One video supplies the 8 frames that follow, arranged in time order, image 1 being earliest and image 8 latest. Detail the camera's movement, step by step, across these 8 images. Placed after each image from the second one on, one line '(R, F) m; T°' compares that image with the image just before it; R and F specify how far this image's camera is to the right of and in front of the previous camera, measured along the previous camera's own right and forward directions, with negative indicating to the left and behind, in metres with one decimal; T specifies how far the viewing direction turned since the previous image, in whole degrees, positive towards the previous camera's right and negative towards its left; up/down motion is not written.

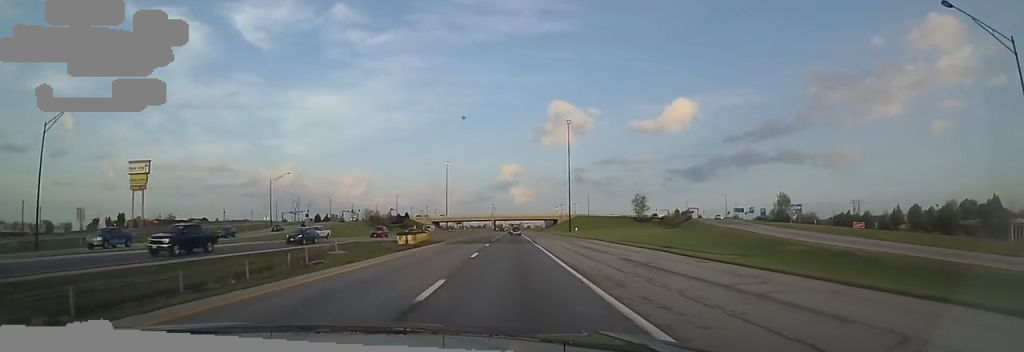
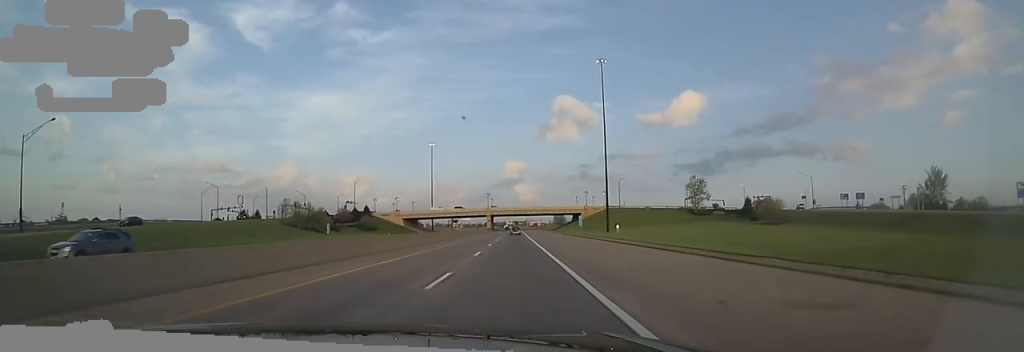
(+1.2, +72.1) m; +1°
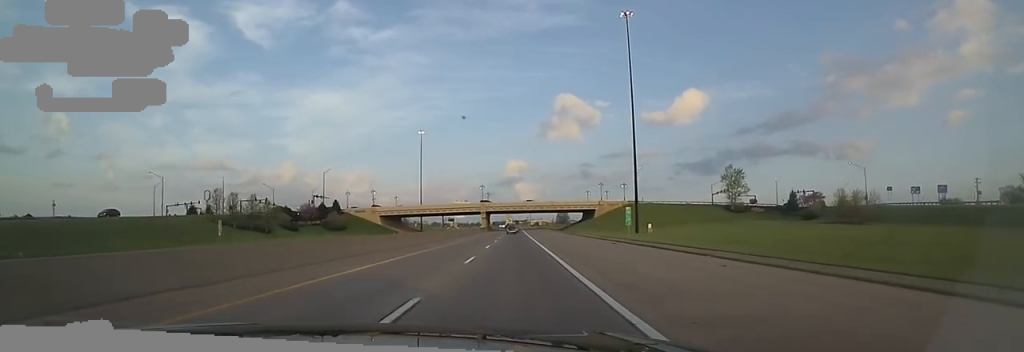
(0.0, +29.4) m; 0°
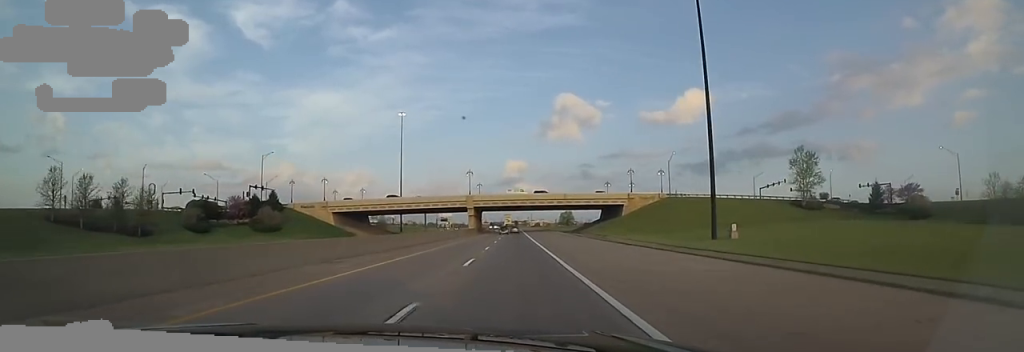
(0.0, +38.0) m; 0°
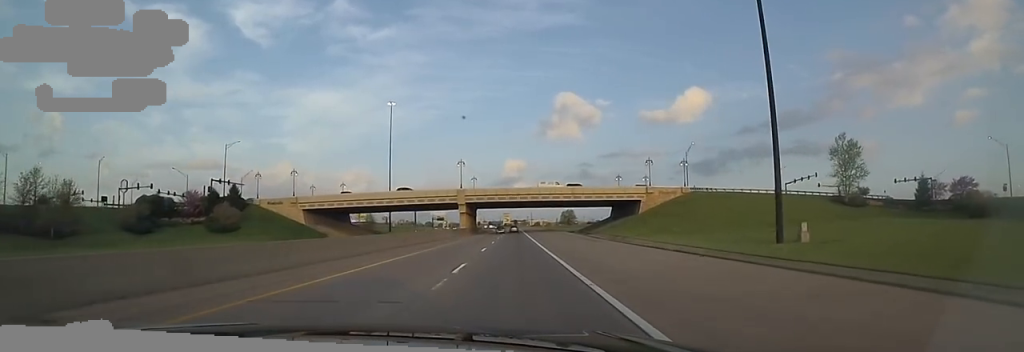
(0.0, +15.2) m; 0°
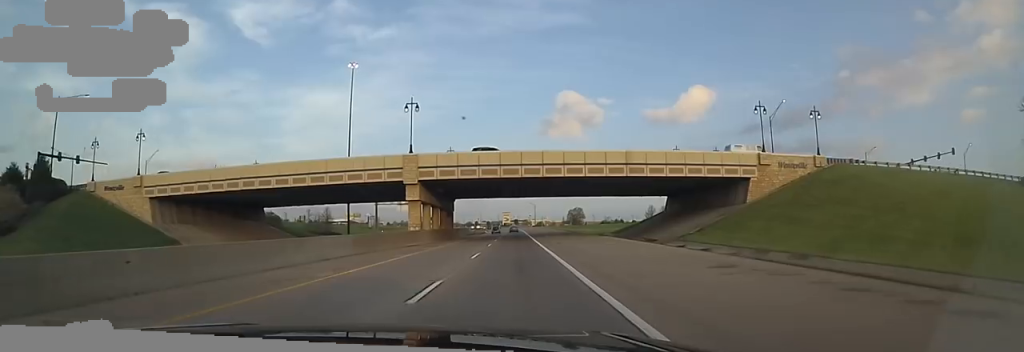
(-0.2, +42.1) m; -3°
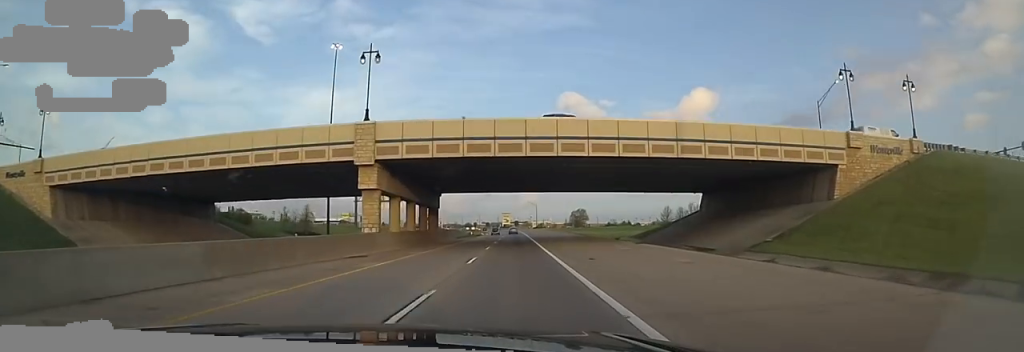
(-0.7, +14.0) m; 0°
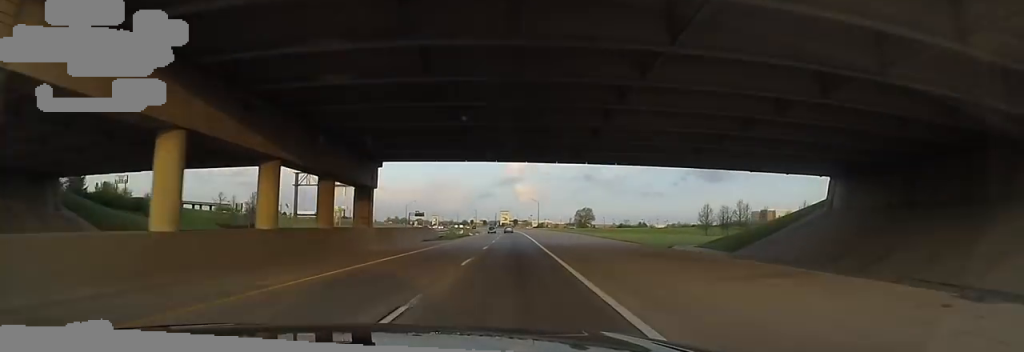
(-0.1, +26.3) m; +1°
